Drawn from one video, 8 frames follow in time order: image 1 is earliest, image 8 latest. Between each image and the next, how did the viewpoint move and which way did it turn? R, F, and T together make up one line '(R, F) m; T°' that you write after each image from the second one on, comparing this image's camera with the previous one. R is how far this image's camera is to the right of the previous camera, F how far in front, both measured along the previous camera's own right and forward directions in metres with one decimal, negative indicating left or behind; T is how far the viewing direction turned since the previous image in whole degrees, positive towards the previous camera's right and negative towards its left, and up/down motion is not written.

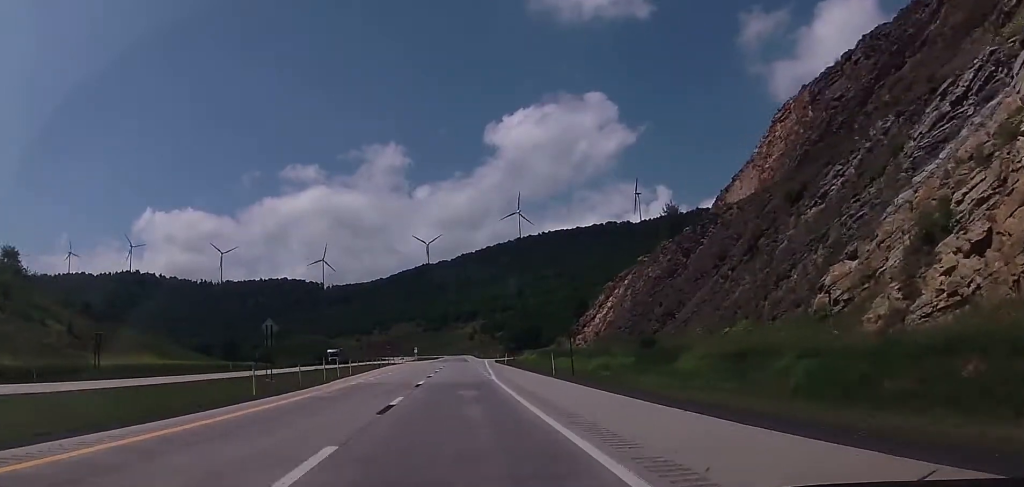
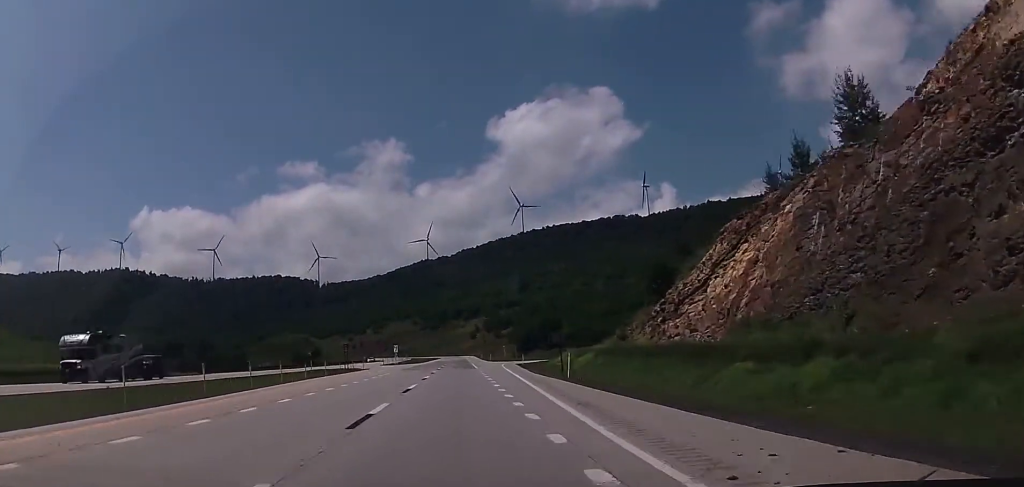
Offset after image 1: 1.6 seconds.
(-0.1, +51.2) m; +1°
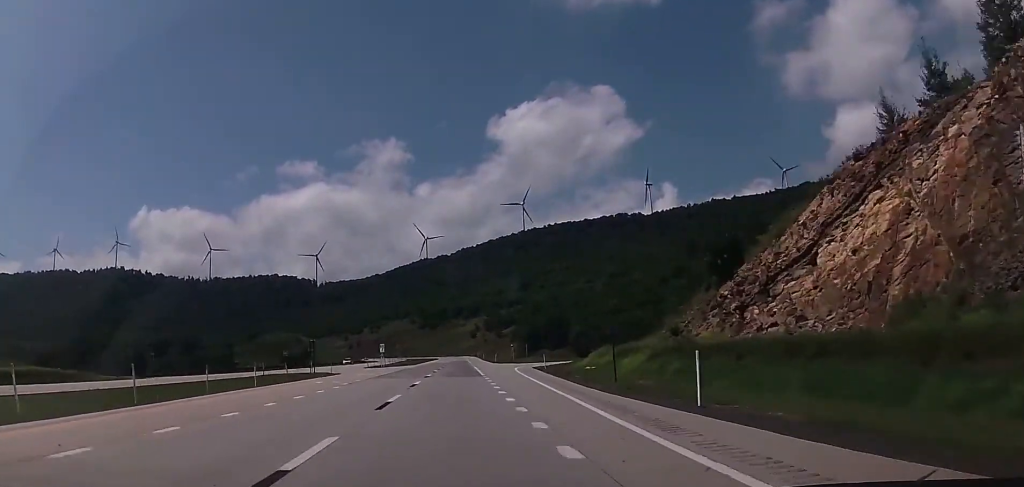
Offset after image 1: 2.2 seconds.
(+0.1, +19.6) m; 0°
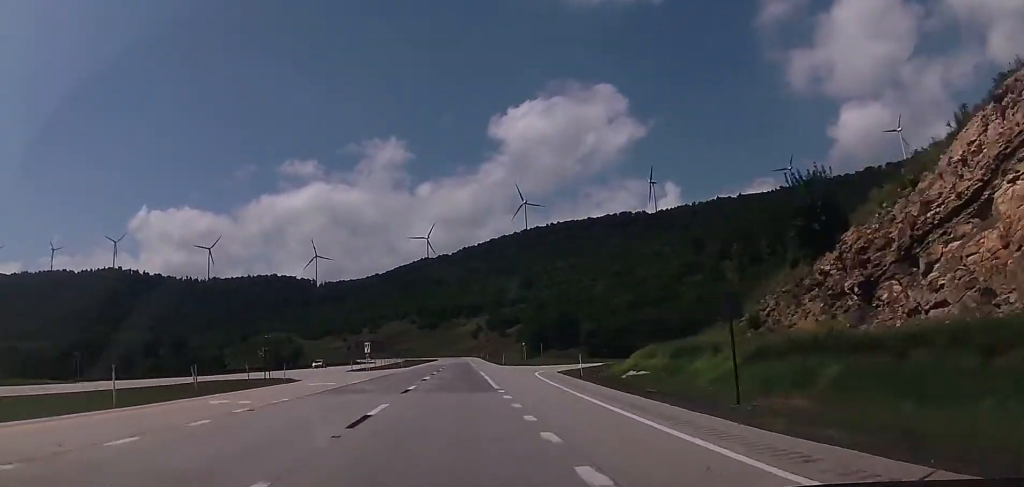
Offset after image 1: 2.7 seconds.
(0.0, +16.3) m; 0°
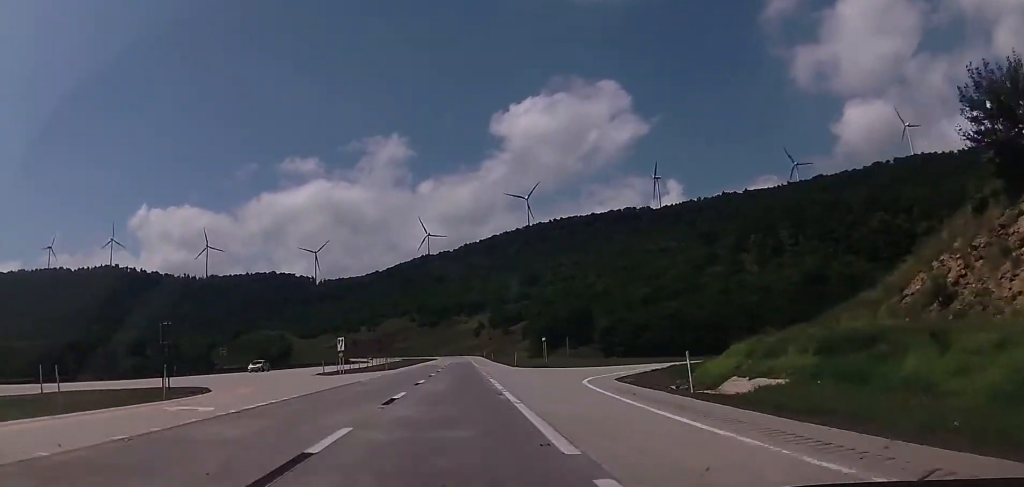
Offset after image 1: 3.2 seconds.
(+0.1, +18.6) m; 0°
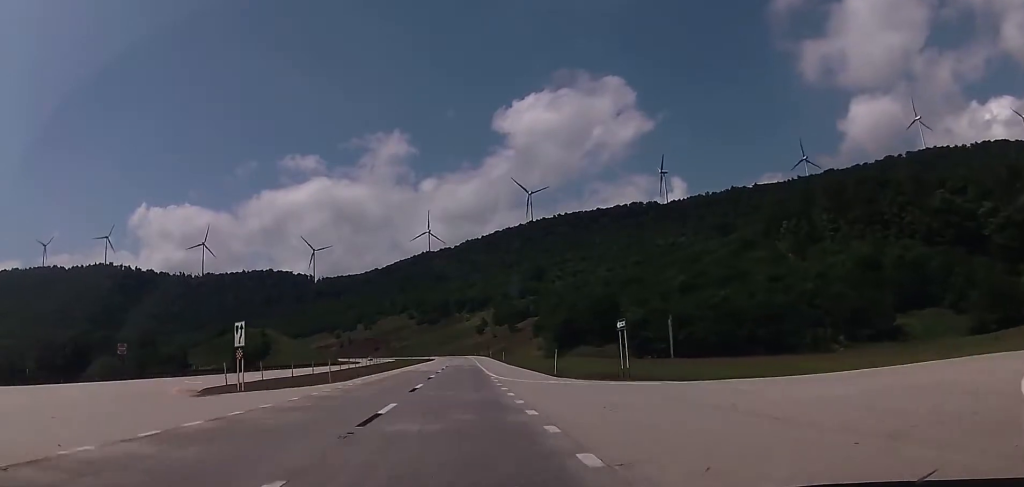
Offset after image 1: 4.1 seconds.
(0.0, +29.7) m; 0°
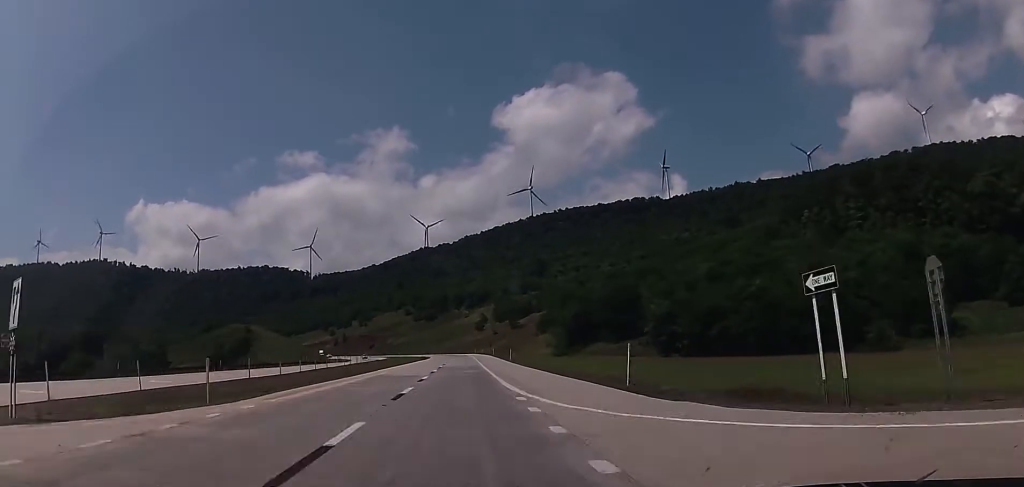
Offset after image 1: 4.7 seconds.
(-0.1, +18.8) m; 0°
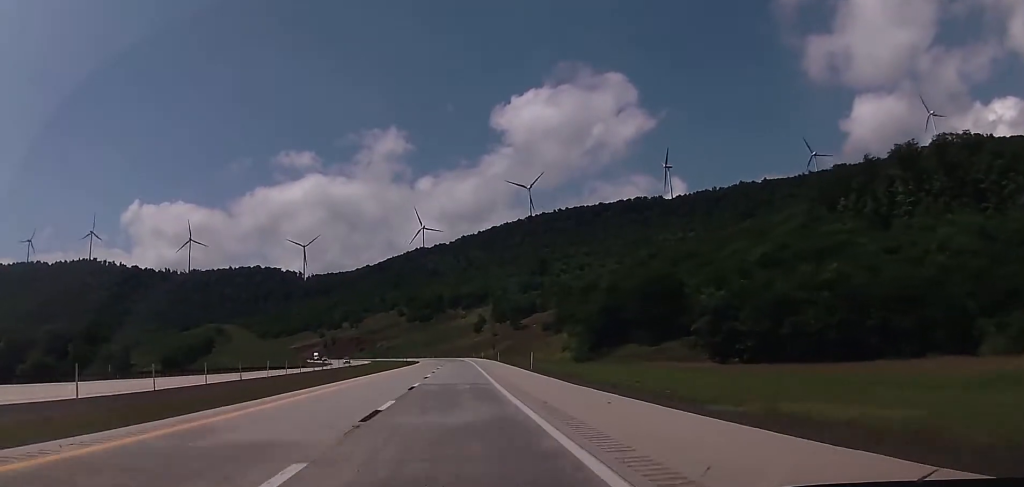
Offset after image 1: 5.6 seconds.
(+0.1, +28.6) m; 0°
